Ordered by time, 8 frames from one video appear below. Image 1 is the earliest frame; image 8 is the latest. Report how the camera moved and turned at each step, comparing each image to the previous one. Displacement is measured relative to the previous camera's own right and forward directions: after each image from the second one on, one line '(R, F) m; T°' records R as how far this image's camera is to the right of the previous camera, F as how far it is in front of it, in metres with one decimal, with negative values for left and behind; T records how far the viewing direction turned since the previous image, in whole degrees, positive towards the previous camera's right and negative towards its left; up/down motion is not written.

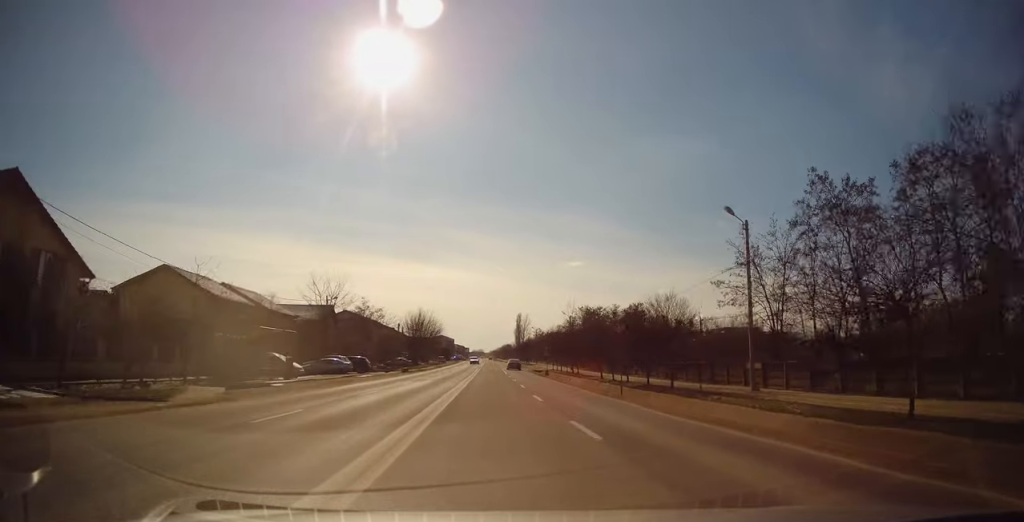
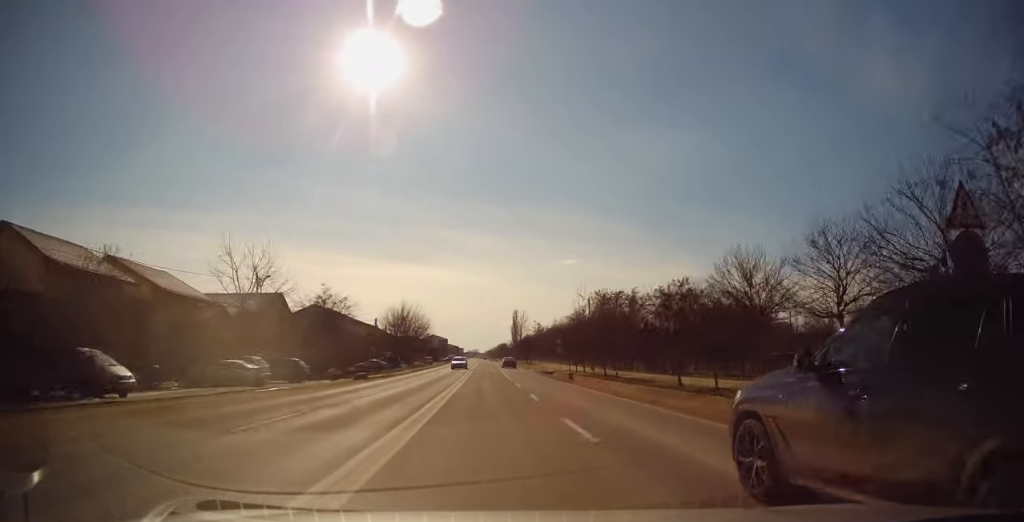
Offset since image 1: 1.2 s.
(+0.1, +17.8) m; +1°
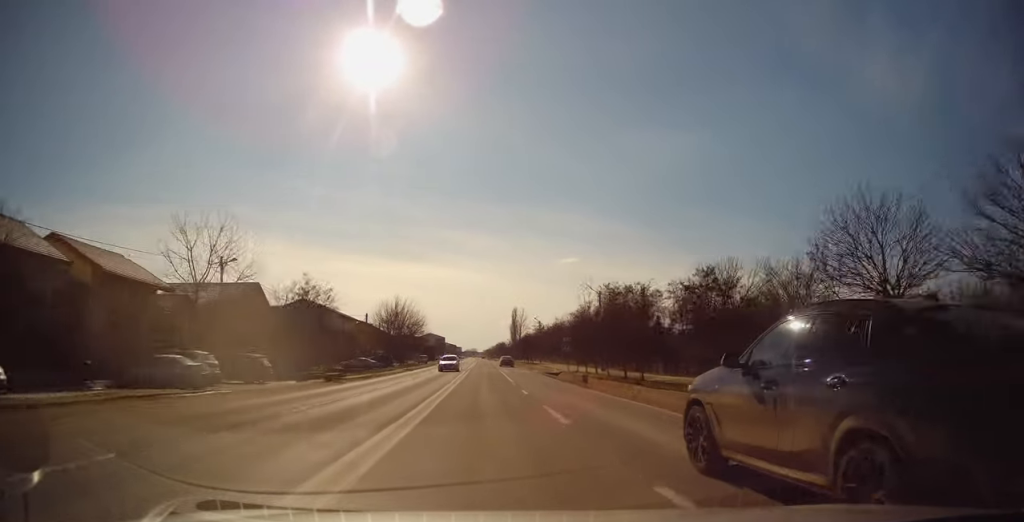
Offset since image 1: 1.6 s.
(+0.1, +6.2) m; 0°
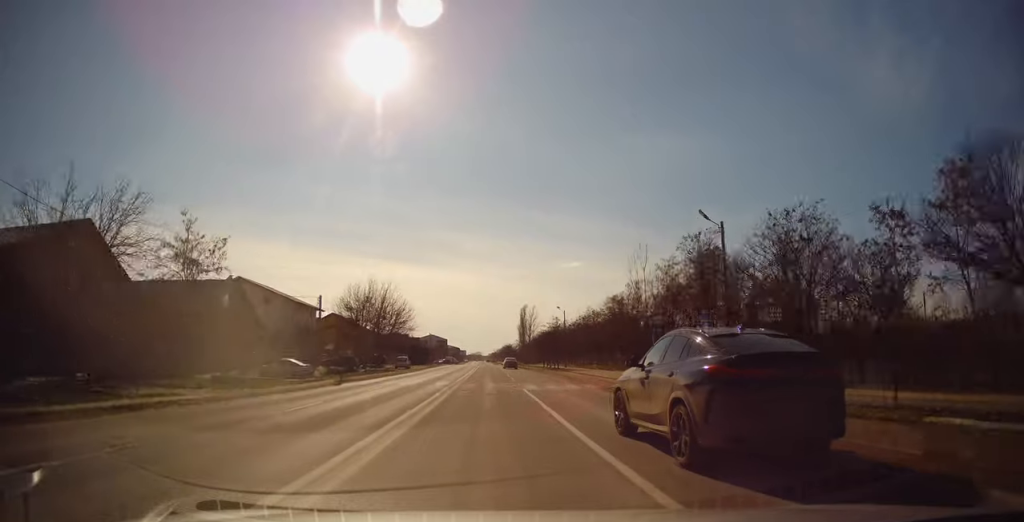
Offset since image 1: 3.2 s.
(-0.7, +26.9) m; -2°
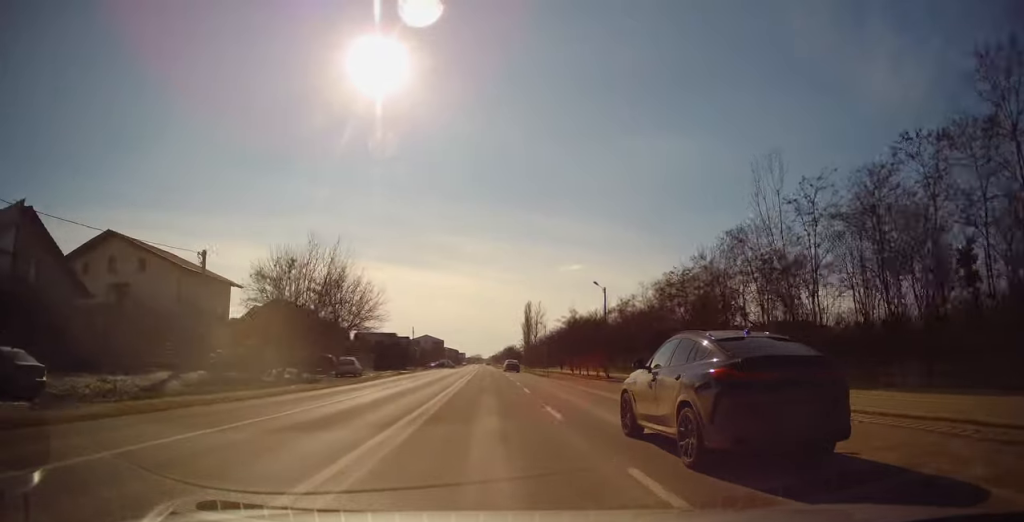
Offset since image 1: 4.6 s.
(+0.4, +26.5) m; +1°
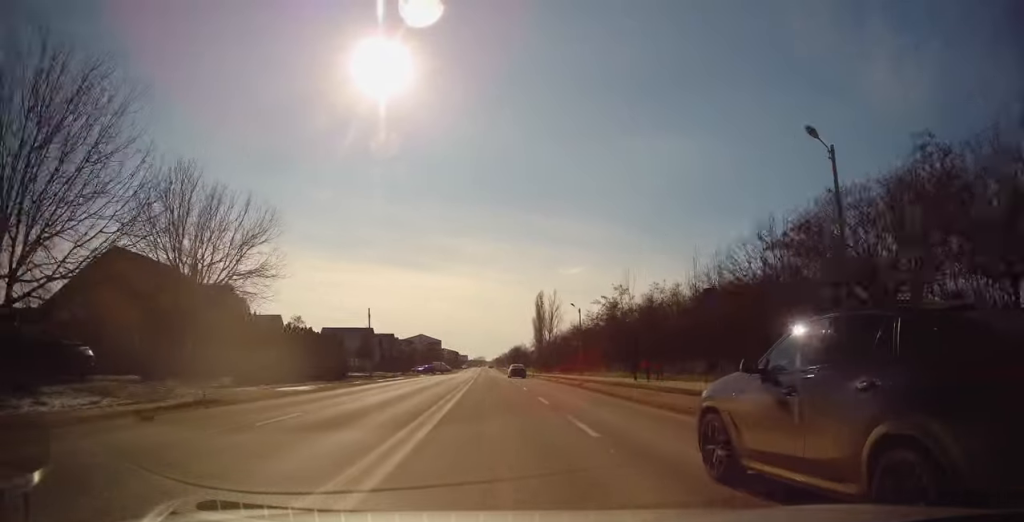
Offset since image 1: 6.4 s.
(-0.3, +35.4) m; -1°
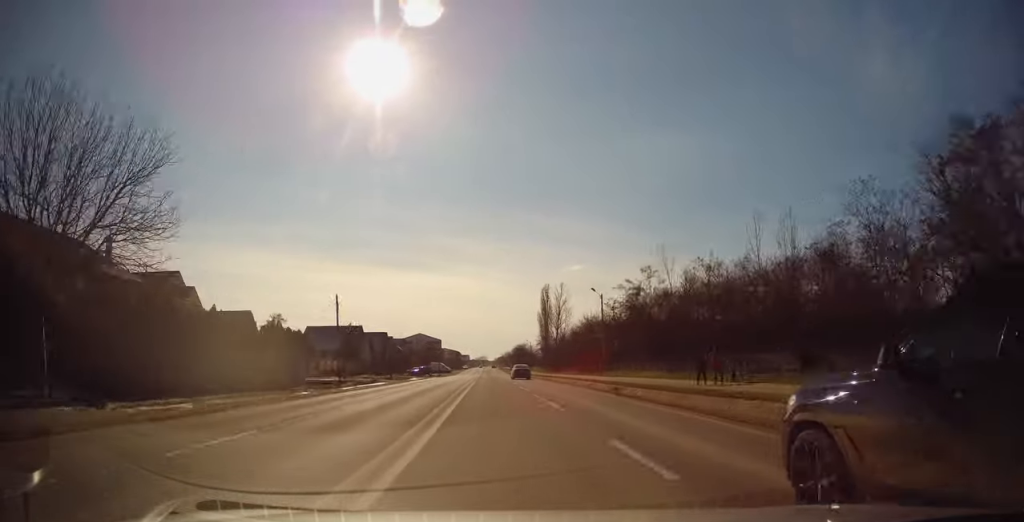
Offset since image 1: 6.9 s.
(0.0, +12.1) m; 0°
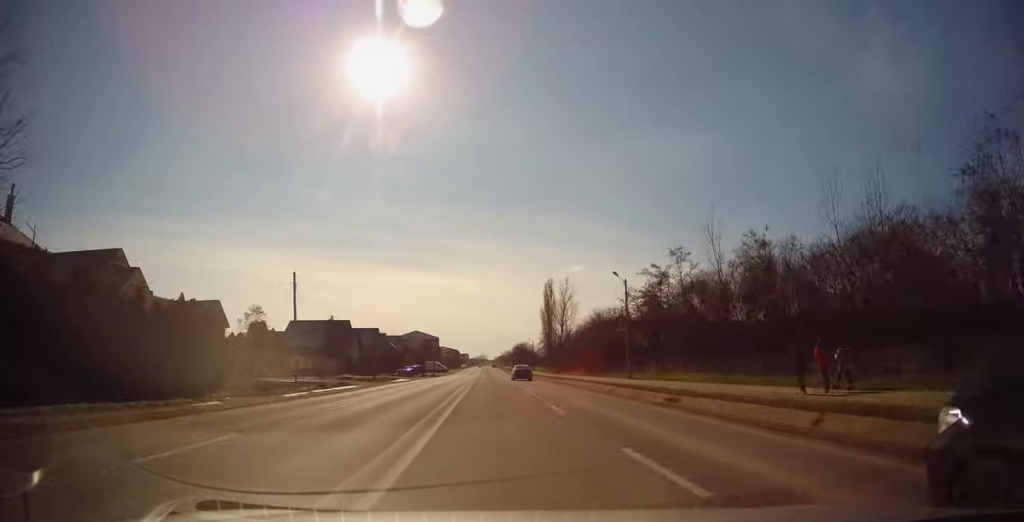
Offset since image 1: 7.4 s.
(-0.2, +9.5) m; 0°
